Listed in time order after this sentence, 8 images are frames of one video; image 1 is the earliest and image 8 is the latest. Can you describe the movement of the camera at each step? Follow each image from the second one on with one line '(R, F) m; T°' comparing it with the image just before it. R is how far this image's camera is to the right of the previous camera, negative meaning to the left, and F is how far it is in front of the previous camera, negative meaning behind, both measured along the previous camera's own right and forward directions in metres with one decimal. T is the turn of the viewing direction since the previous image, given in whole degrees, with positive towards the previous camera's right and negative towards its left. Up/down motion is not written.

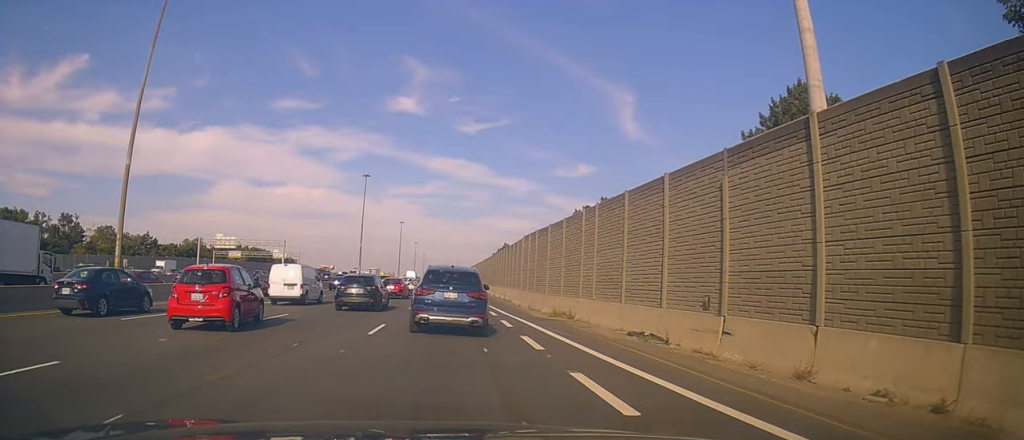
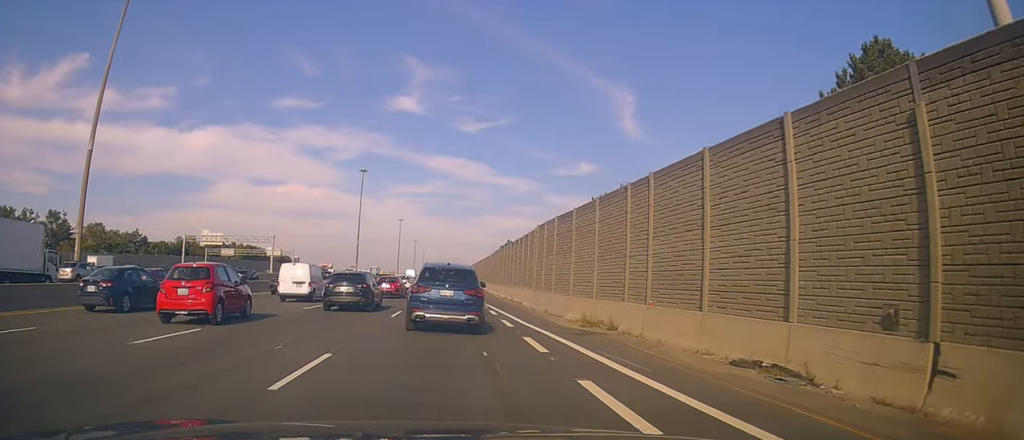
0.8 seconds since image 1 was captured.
(-0.1, +6.5) m; 0°
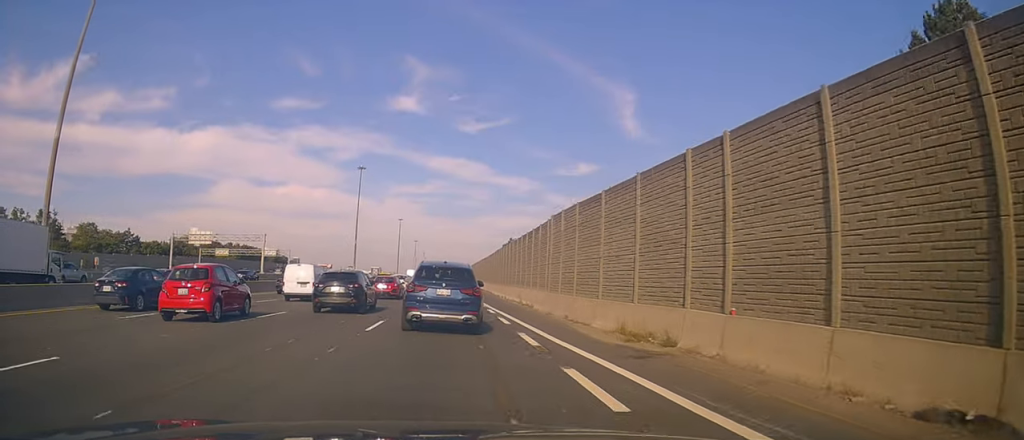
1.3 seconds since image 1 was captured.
(+0.1, +5.0) m; +1°
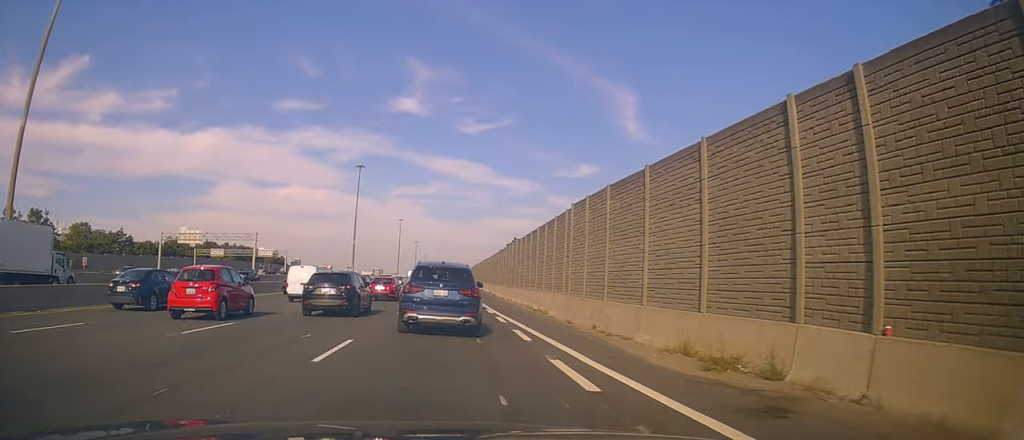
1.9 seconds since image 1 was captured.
(0.0, +4.8) m; +2°
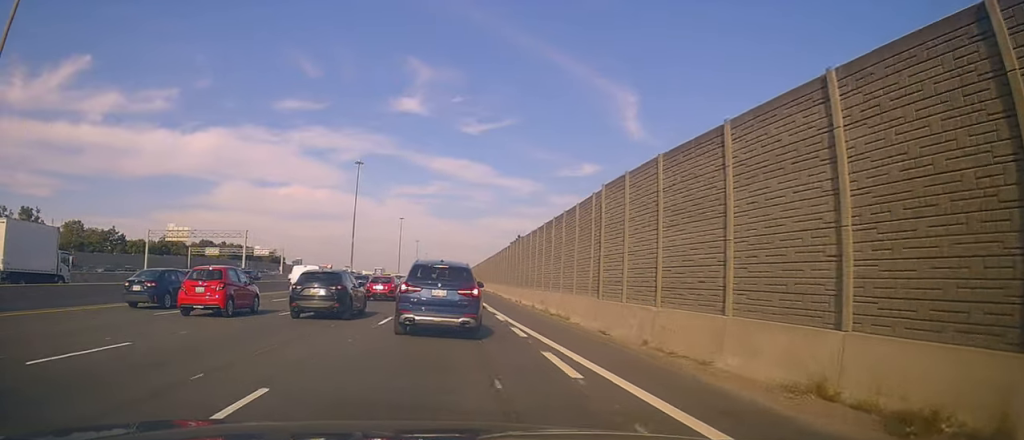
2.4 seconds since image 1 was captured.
(+0.1, +5.2) m; 0°
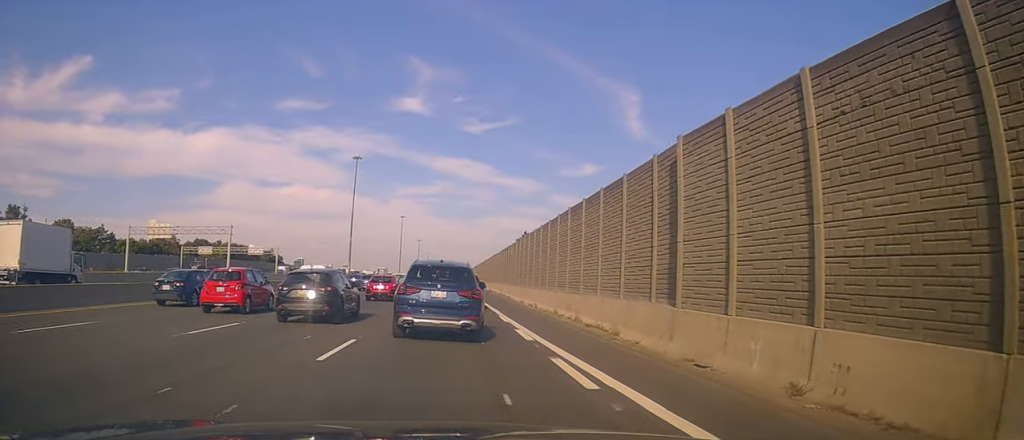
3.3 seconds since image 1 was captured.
(0.0, +7.5) m; -1°
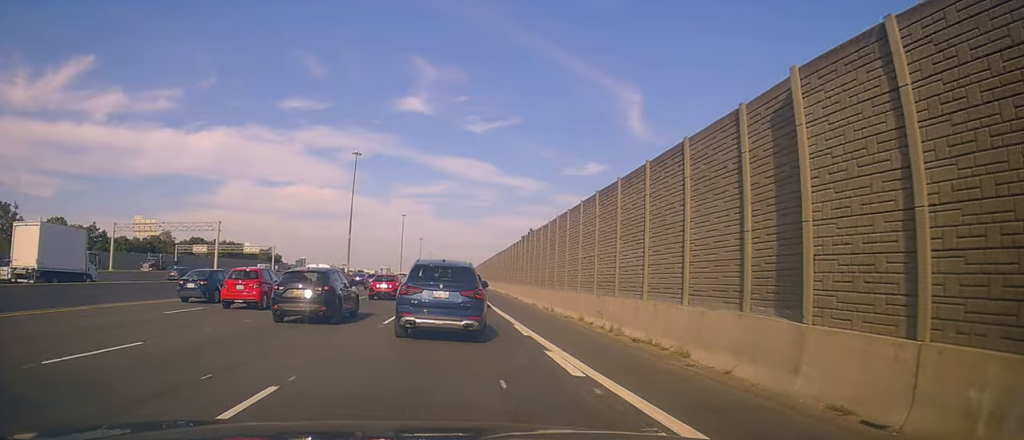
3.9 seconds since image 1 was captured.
(-0.3, +5.9) m; 0°
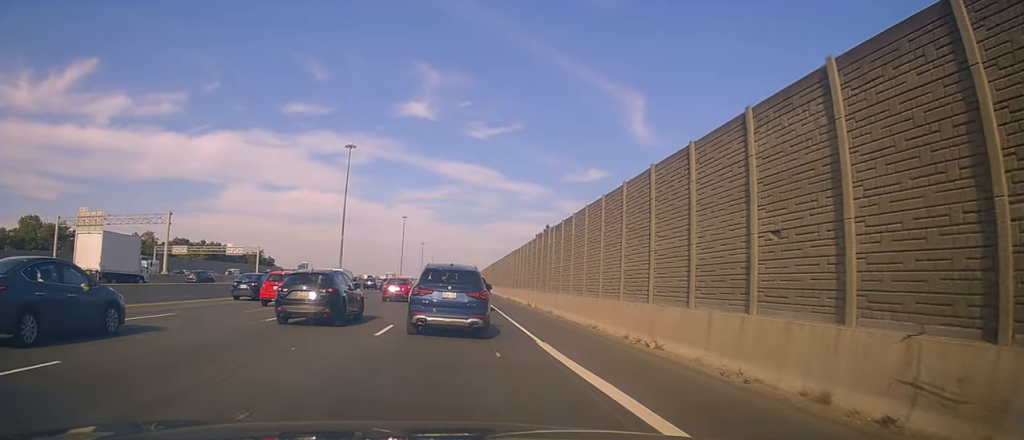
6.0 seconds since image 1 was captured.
(+0.3, +16.0) m; -1°
